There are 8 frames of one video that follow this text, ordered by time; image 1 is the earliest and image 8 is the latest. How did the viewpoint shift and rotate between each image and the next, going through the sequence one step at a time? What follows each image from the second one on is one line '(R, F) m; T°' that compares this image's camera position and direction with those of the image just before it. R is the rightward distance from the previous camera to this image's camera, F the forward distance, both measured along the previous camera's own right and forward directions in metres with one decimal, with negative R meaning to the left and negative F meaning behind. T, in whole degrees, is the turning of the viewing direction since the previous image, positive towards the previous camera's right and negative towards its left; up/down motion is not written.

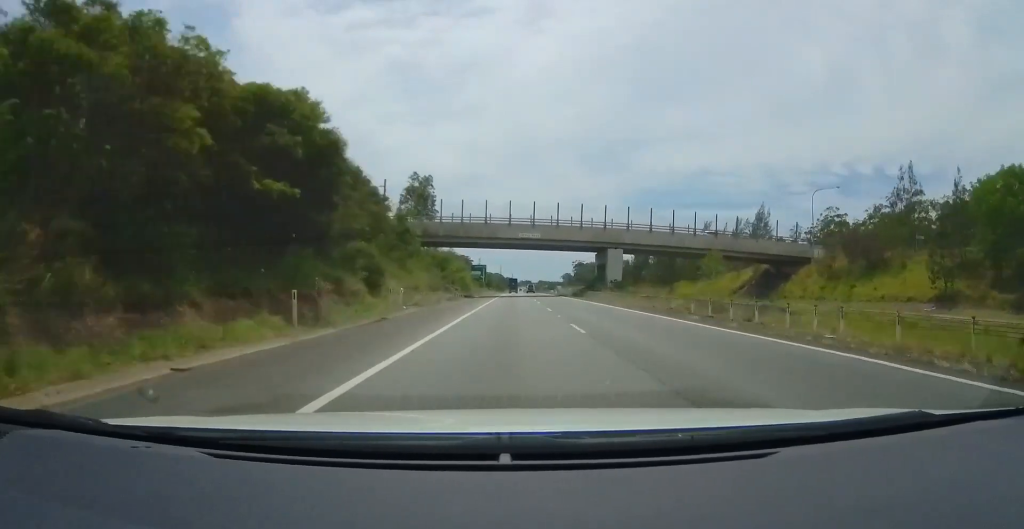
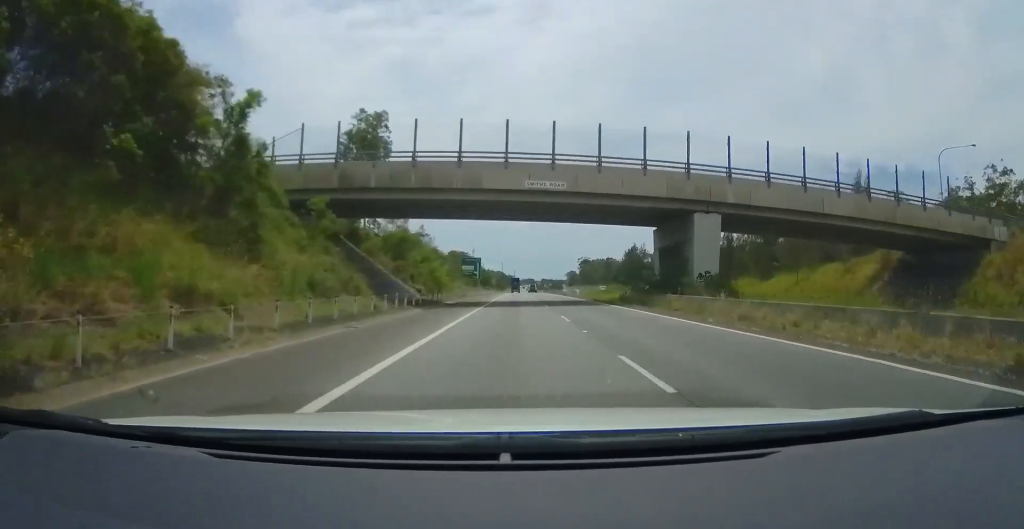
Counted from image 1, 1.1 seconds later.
(+0.7, +32.1) m; -1°
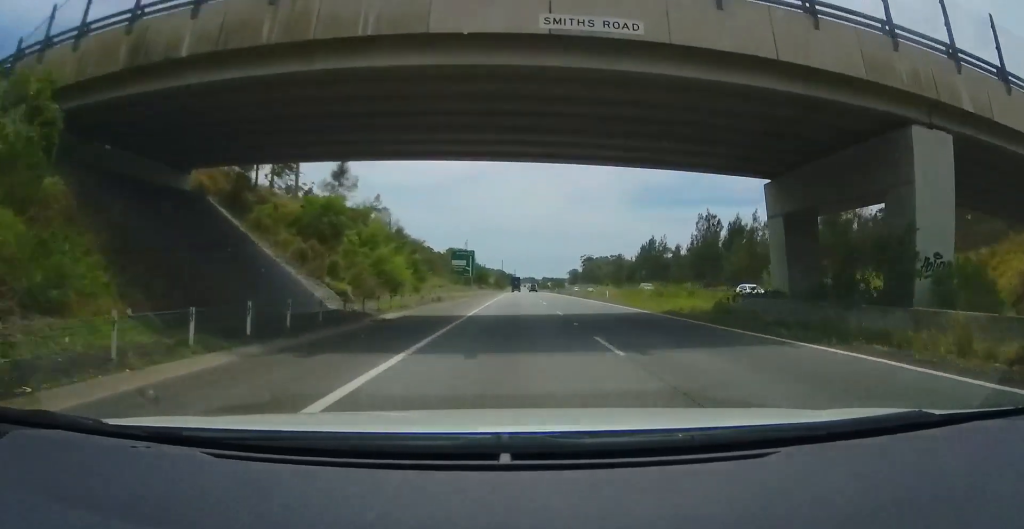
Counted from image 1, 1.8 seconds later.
(-0.7, +21.4) m; -1°
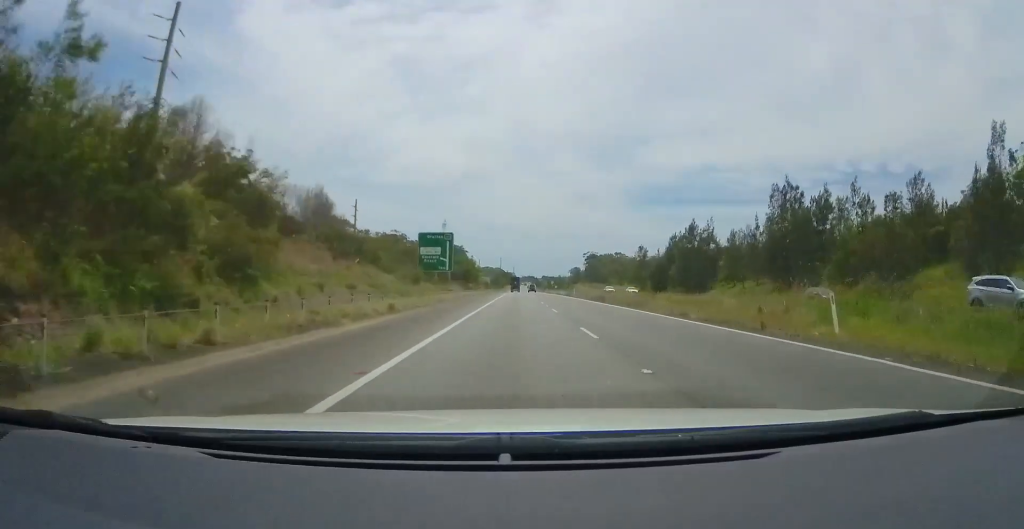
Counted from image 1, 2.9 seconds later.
(+0.3, +32.2) m; 0°
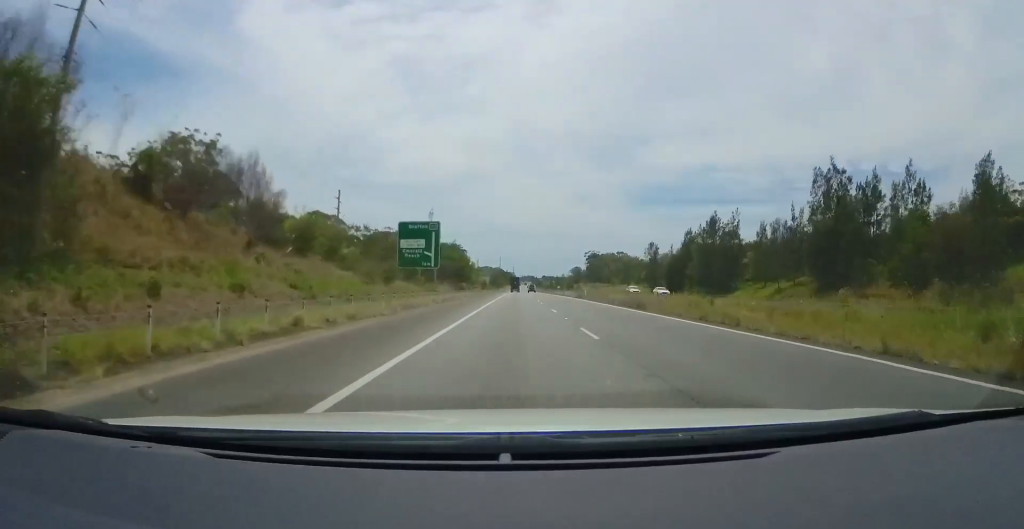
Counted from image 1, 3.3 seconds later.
(0.0, +11.9) m; 0°
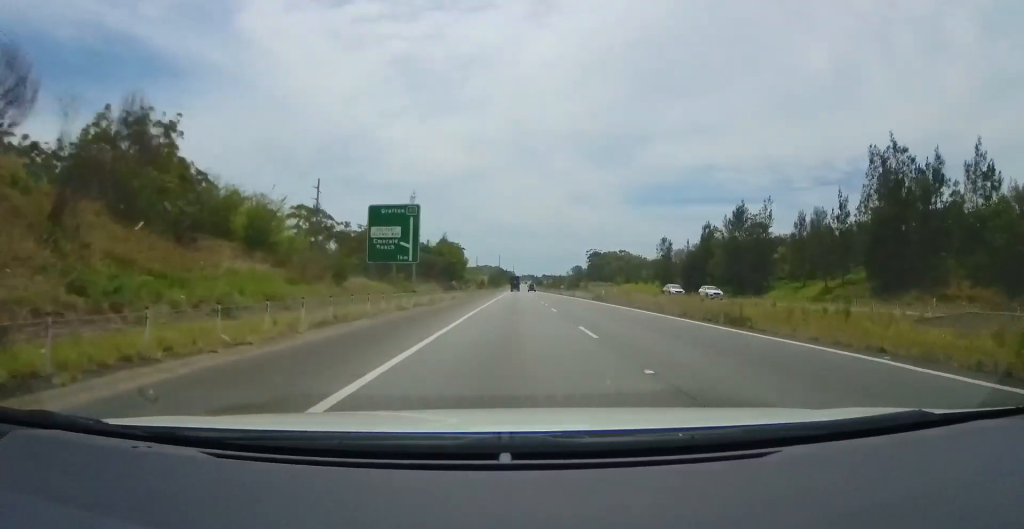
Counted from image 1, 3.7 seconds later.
(-0.1, +11.9) m; 0°
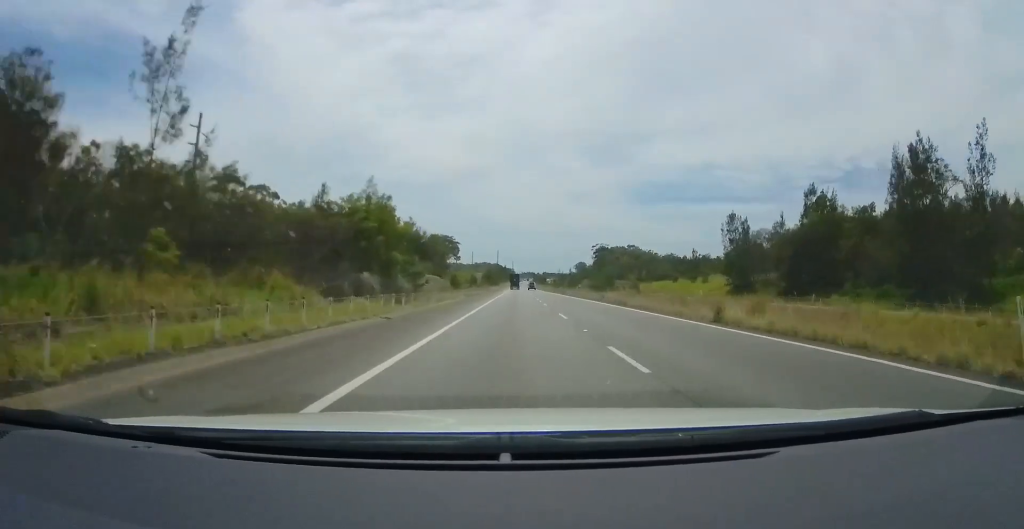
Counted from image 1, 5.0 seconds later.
(-0.1, +40.5) m; 0°
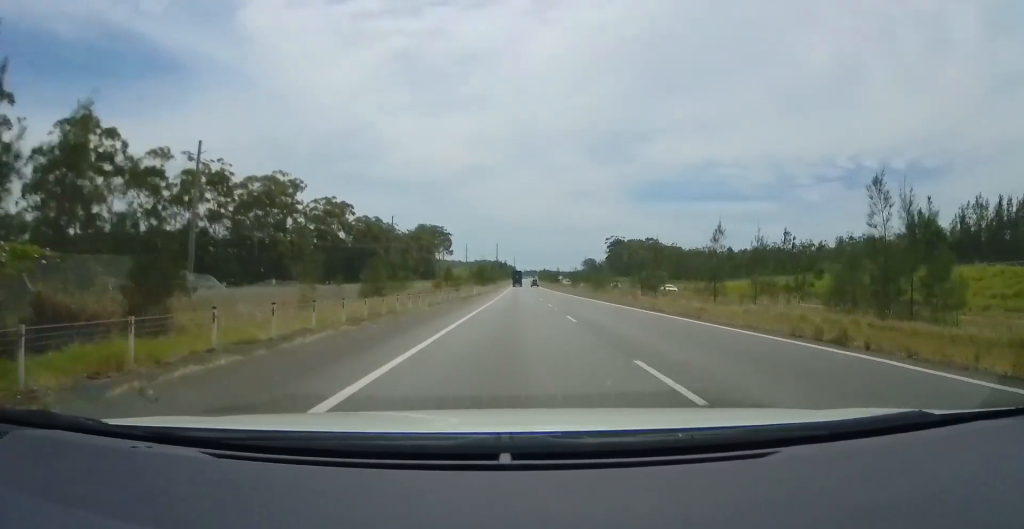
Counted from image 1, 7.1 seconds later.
(-0.5, +61.9) m; -1°
